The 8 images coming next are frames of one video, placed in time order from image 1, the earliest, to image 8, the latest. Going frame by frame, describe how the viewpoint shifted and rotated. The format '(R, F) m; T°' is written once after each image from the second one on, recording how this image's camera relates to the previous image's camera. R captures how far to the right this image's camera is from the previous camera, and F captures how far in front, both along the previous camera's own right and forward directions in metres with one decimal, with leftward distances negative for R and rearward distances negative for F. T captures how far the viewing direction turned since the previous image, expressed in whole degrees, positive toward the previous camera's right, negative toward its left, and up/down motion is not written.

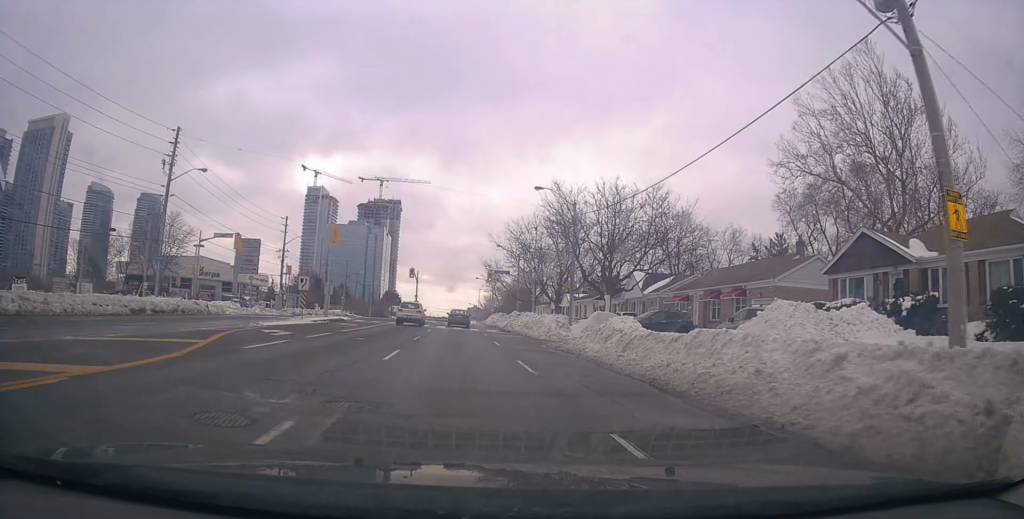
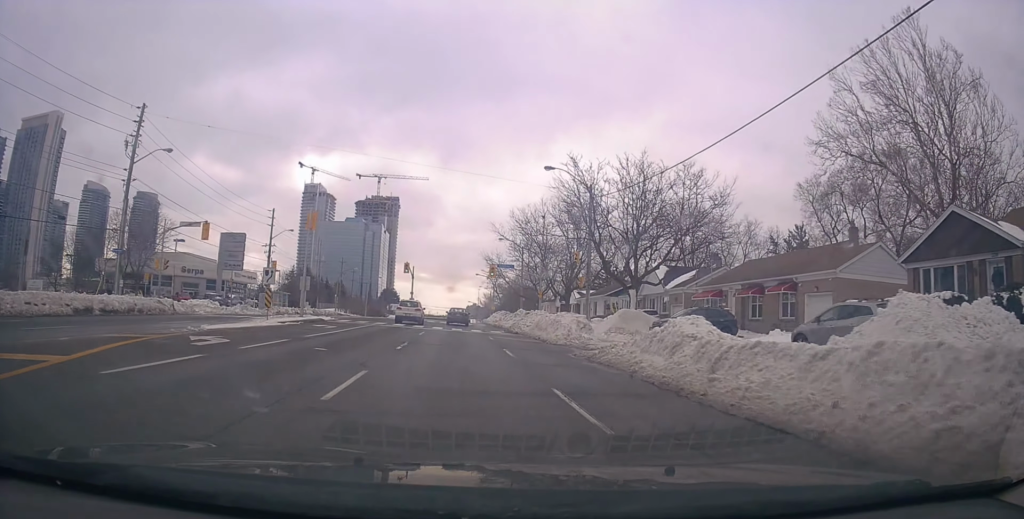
(0.0, +6.2) m; 0°
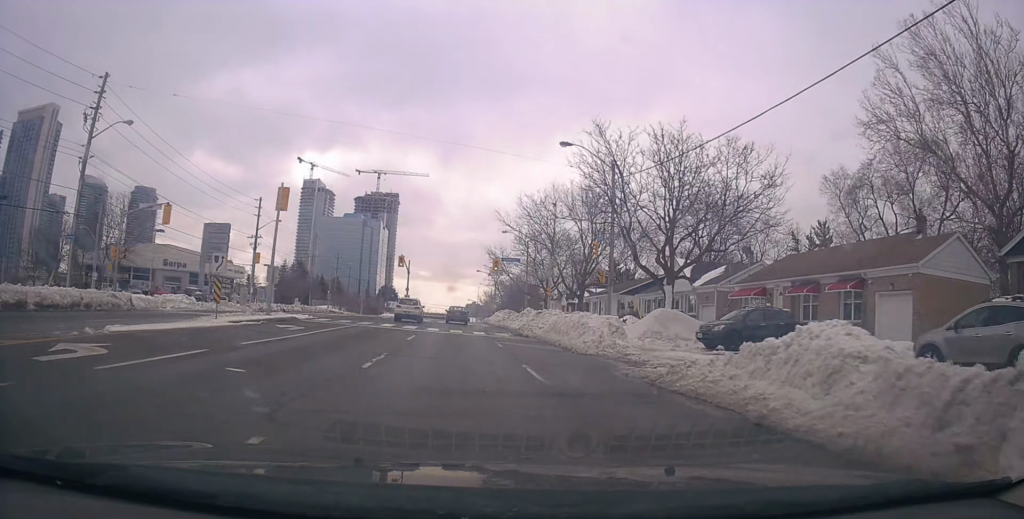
(0.0, +6.2) m; +1°
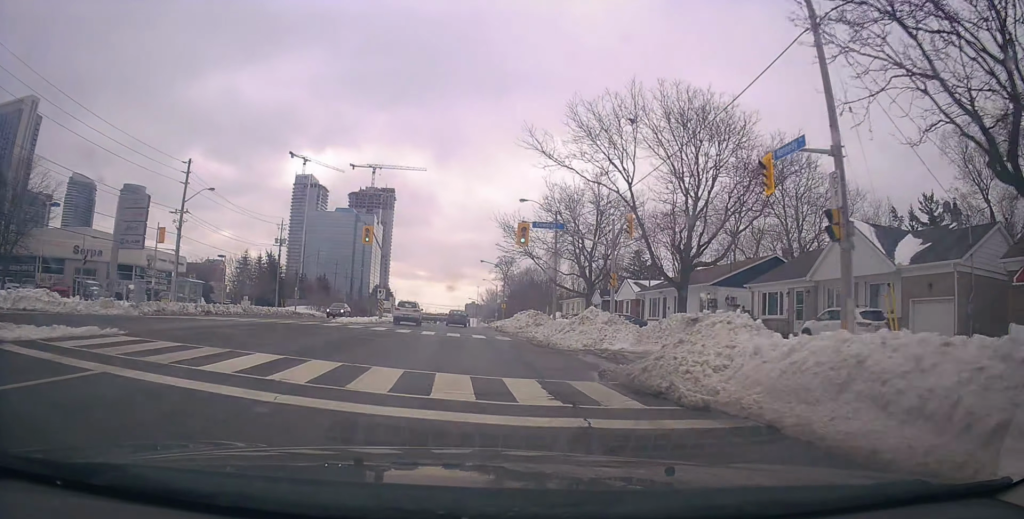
(+0.5, +22.1) m; +1°
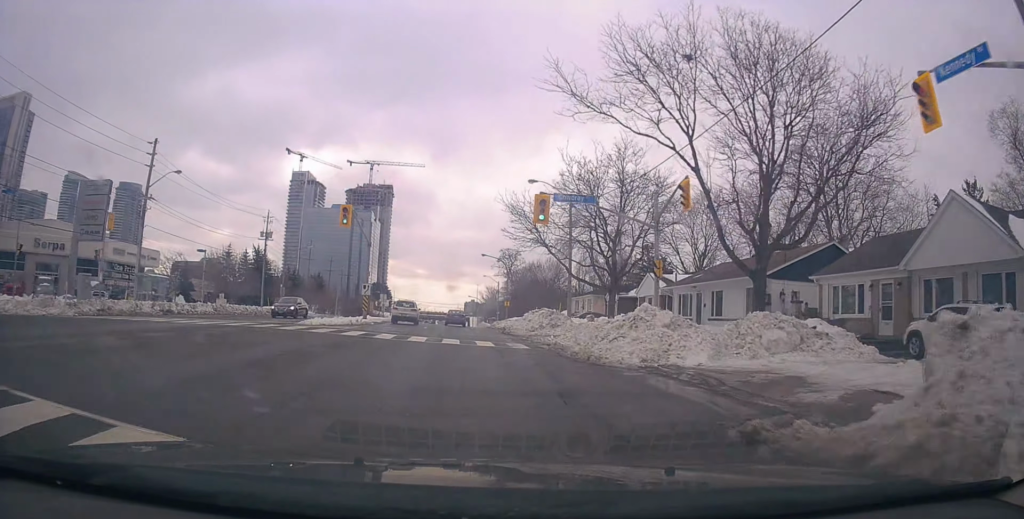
(0.0, +6.8) m; -1°
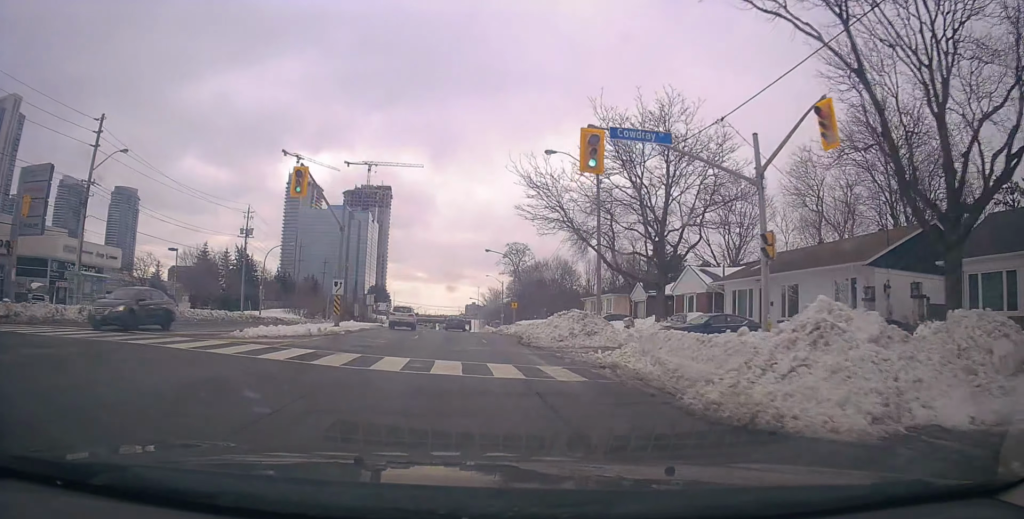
(-0.1, +8.4) m; -1°
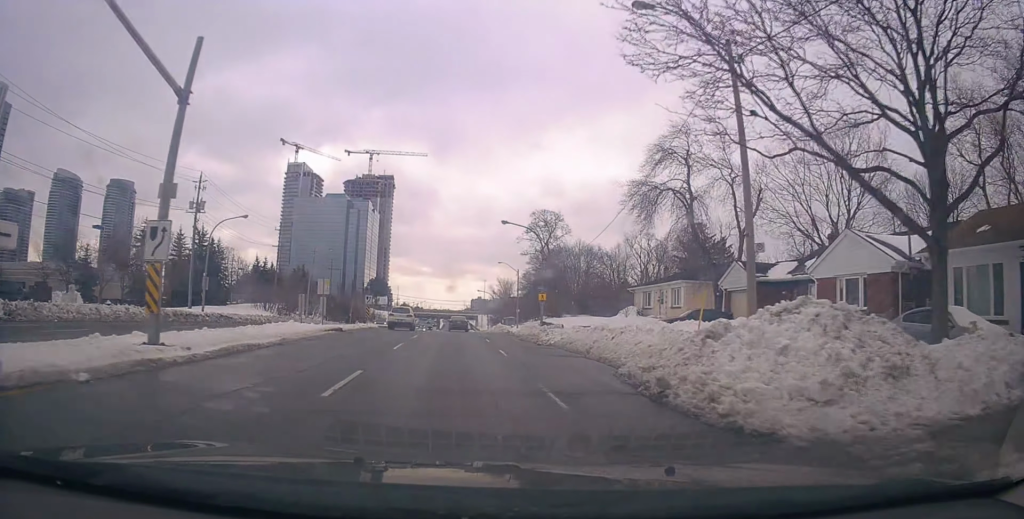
(-0.5, +17.5) m; +1°
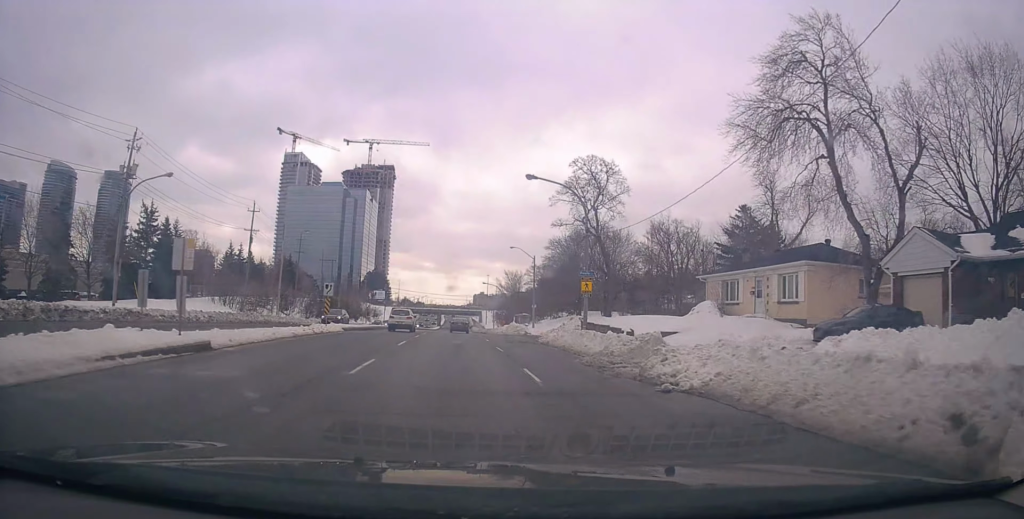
(+0.9, +14.7) m; 0°
